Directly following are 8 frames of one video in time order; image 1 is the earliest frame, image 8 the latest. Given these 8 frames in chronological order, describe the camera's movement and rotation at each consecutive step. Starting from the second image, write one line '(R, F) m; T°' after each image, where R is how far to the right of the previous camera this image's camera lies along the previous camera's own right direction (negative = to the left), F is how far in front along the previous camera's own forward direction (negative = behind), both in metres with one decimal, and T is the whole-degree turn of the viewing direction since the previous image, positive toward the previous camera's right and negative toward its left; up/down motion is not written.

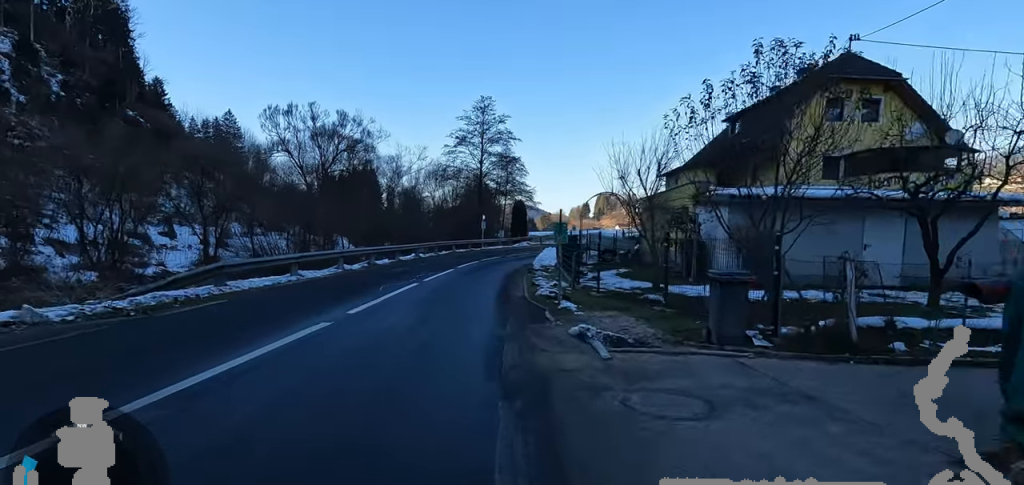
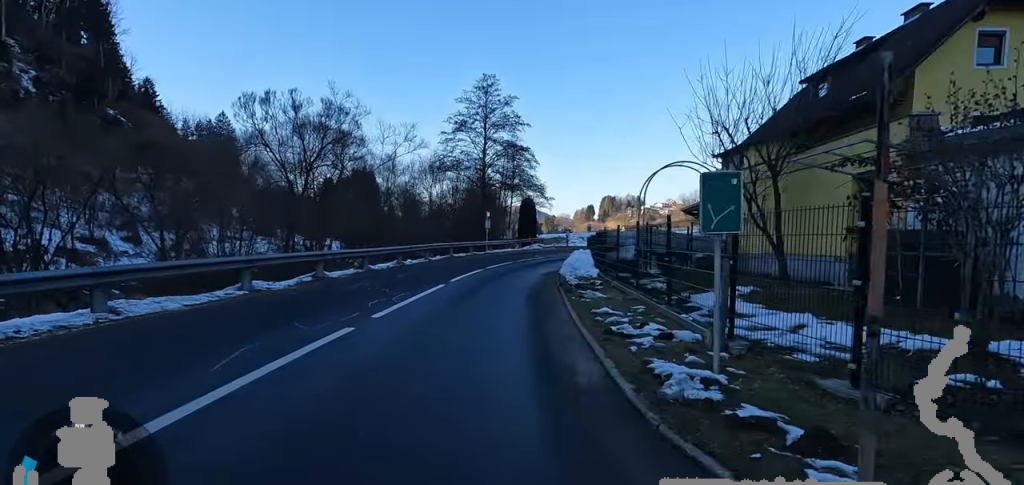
(-0.2, +8.3) m; -1°
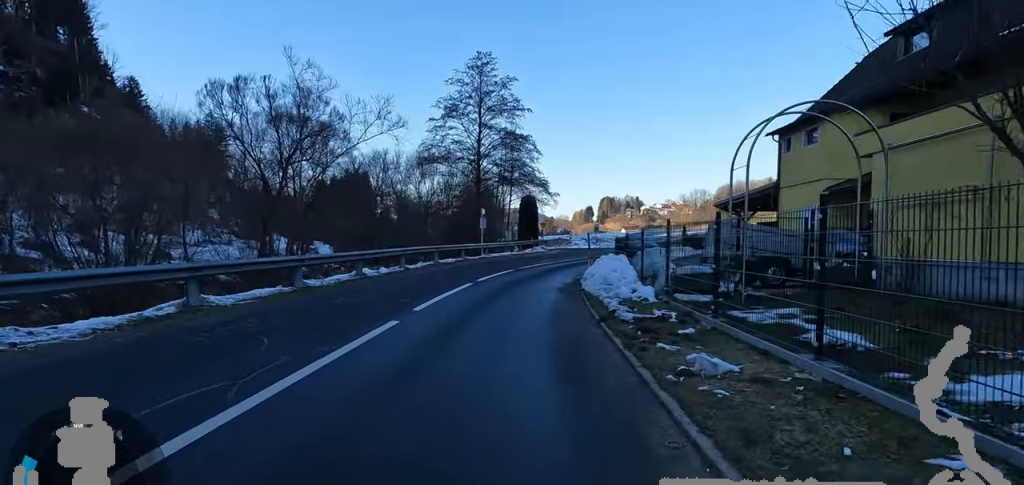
(+0.2, +6.3) m; +4°
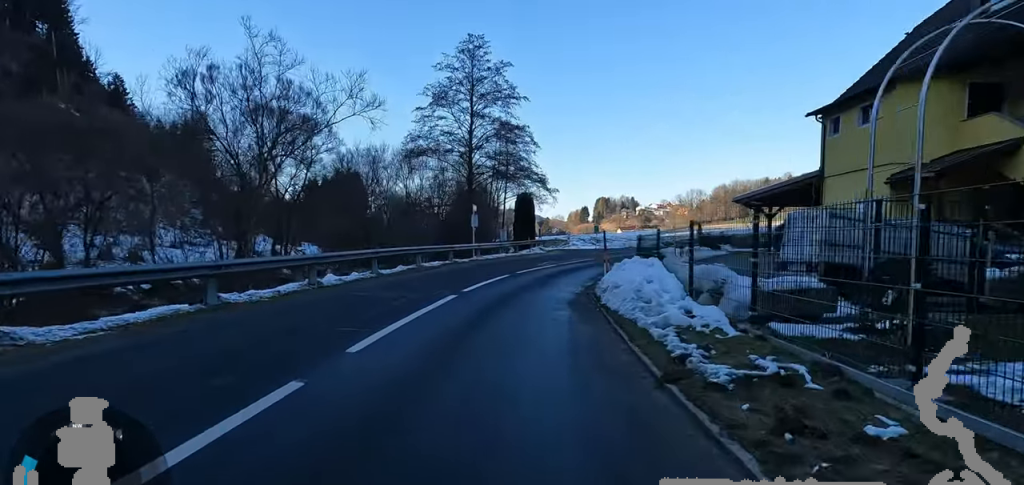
(+0.2, +3.8) m; +4°
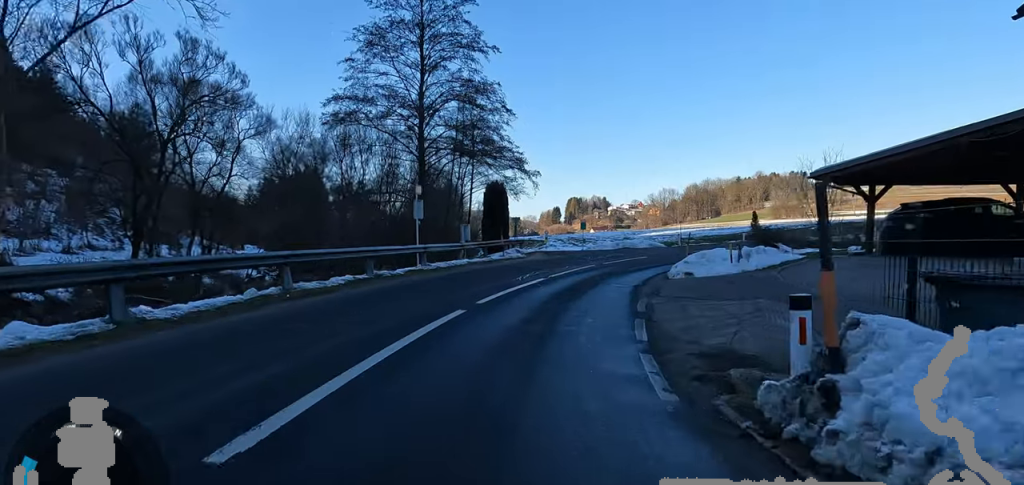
(+0.9, +10.5) m; +6°
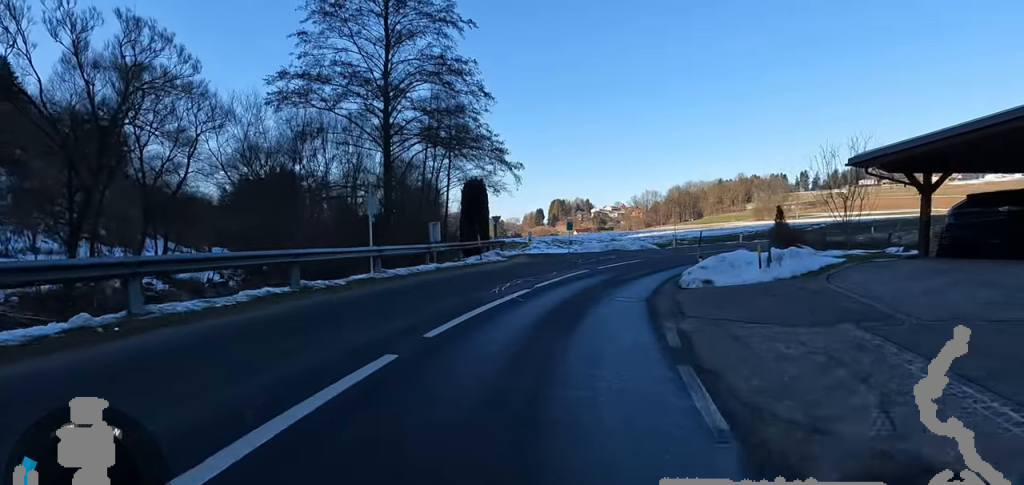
(0.0, +3.7) m; -2°
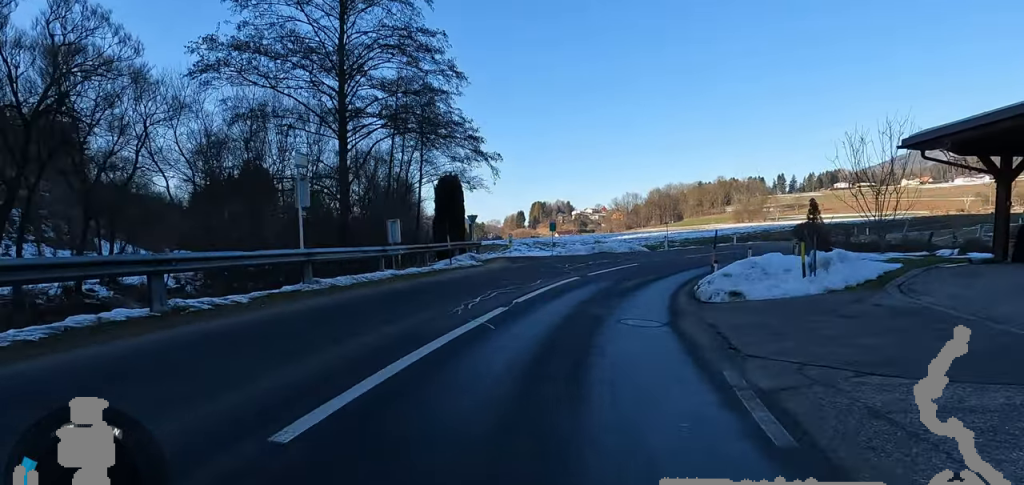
(-0.3, +3.5) m; -4°
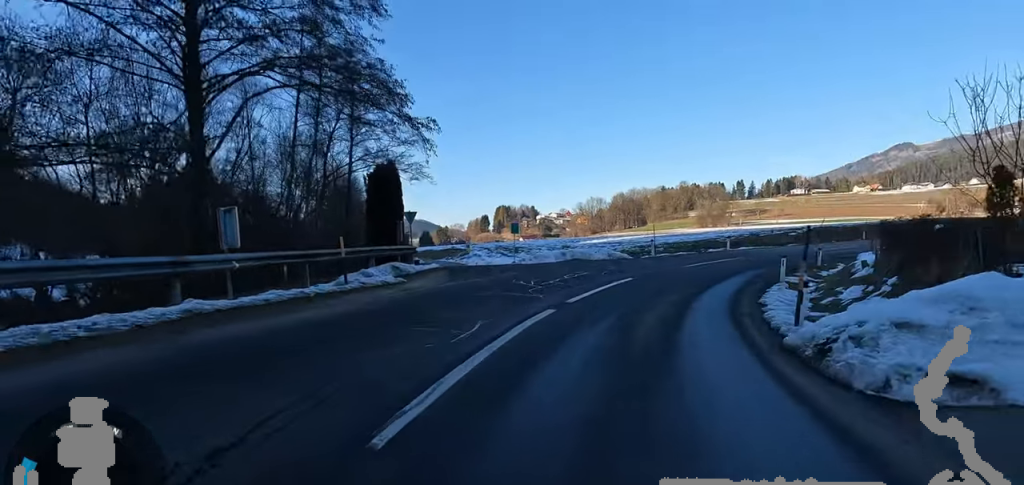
(-0.2, +7.1) m; -2°
